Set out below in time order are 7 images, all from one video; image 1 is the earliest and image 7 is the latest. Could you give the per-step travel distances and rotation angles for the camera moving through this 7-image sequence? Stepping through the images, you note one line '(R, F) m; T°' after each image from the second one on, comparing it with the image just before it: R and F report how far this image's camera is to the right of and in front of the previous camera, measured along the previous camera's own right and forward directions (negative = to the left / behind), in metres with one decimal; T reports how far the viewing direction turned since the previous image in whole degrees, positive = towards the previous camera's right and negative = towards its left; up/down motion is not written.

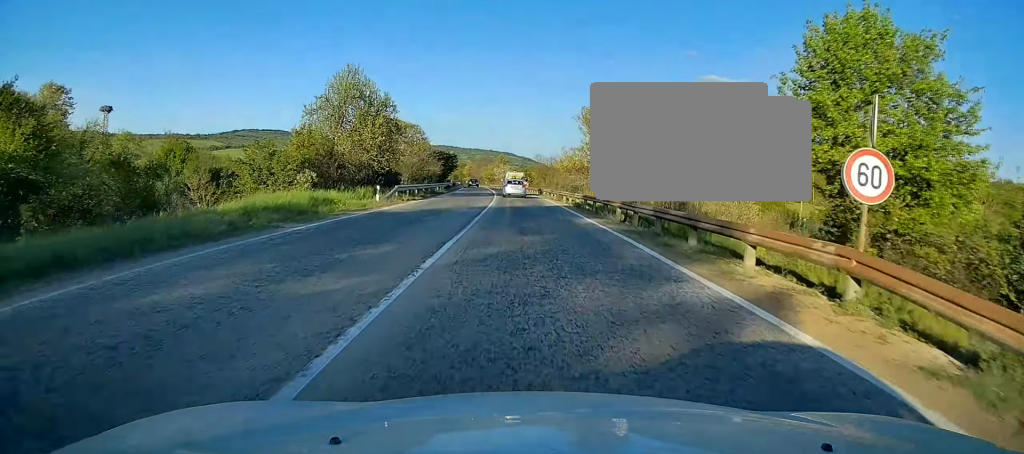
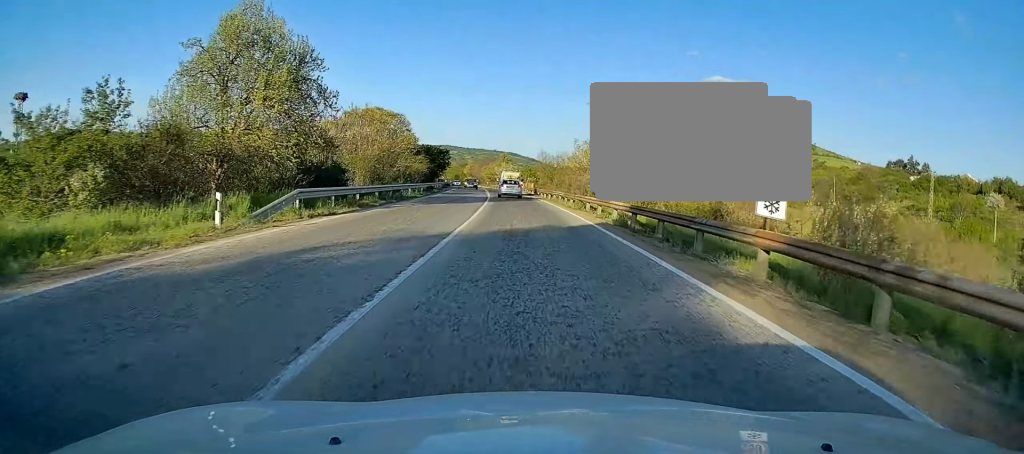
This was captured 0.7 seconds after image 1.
(0.0, +15.8) m; -1°
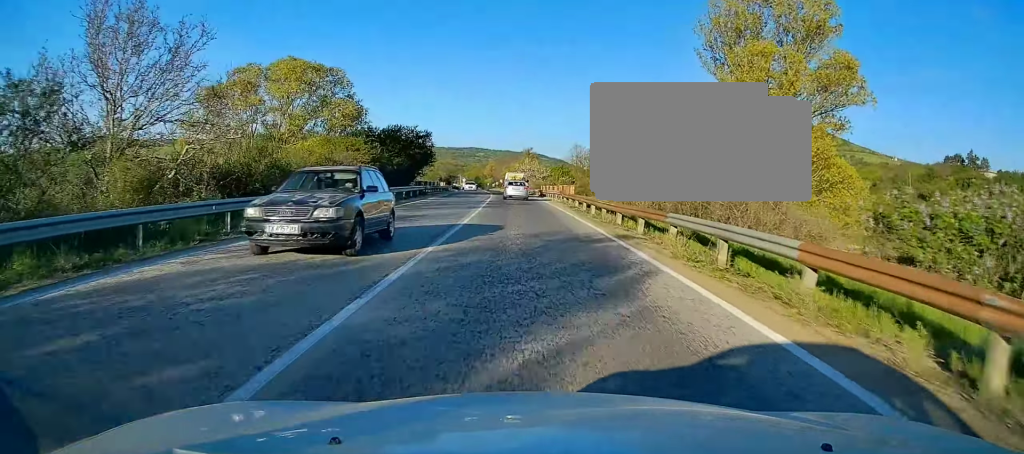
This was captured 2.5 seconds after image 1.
(-1.0, +36.5) m; -2°
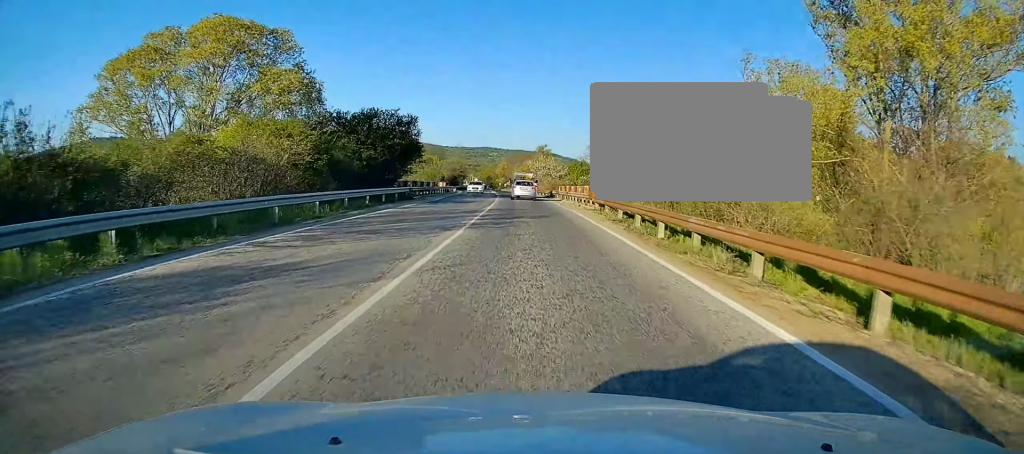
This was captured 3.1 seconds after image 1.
(0.0, +13.0) m; 0°
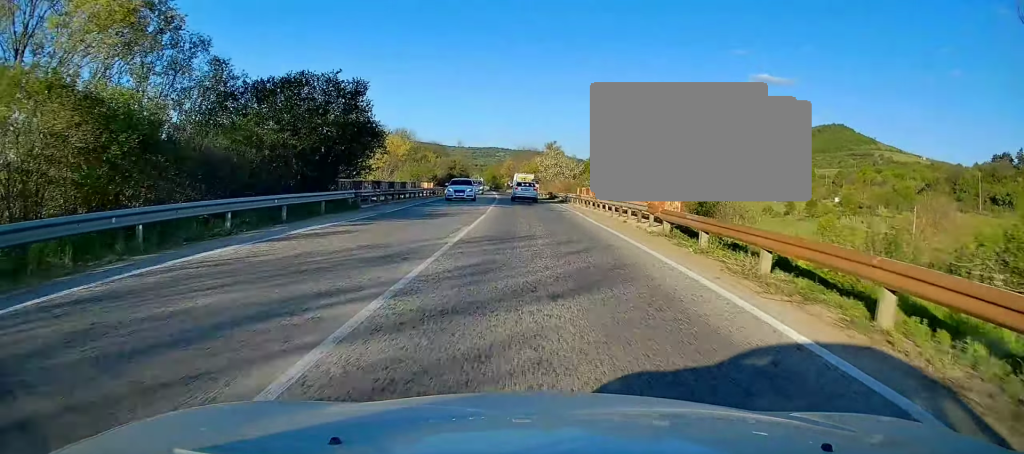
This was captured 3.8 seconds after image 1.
(+0.1, +14.9) m; -1°
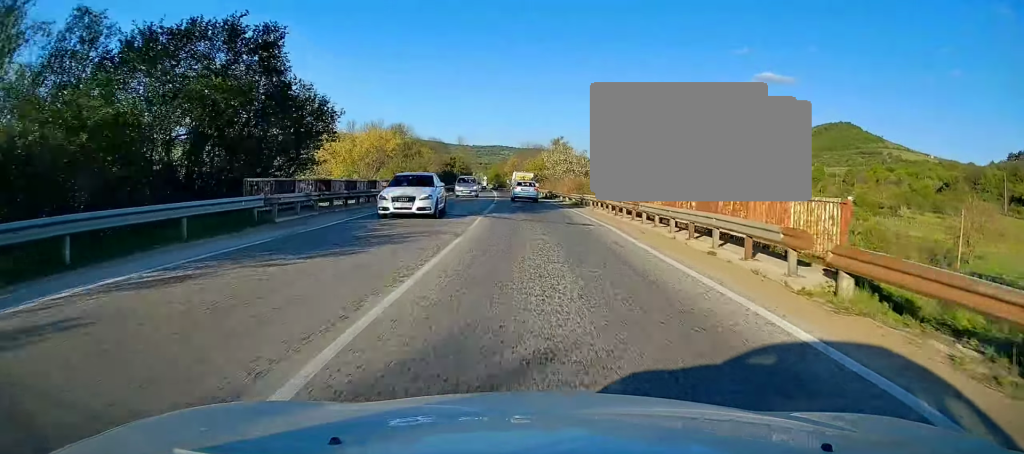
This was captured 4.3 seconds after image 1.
(-0.2, +10.2) m; -1°
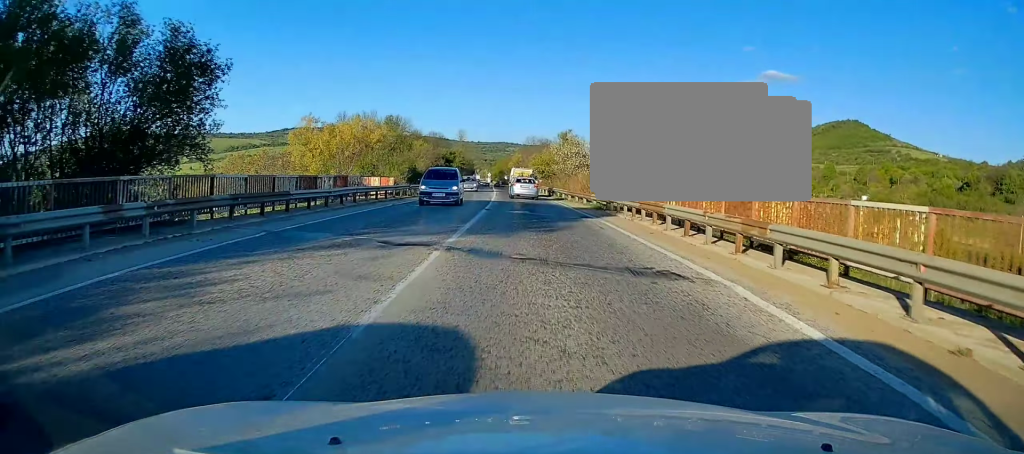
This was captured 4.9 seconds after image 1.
(-0.2, +10.8) m; -1°
